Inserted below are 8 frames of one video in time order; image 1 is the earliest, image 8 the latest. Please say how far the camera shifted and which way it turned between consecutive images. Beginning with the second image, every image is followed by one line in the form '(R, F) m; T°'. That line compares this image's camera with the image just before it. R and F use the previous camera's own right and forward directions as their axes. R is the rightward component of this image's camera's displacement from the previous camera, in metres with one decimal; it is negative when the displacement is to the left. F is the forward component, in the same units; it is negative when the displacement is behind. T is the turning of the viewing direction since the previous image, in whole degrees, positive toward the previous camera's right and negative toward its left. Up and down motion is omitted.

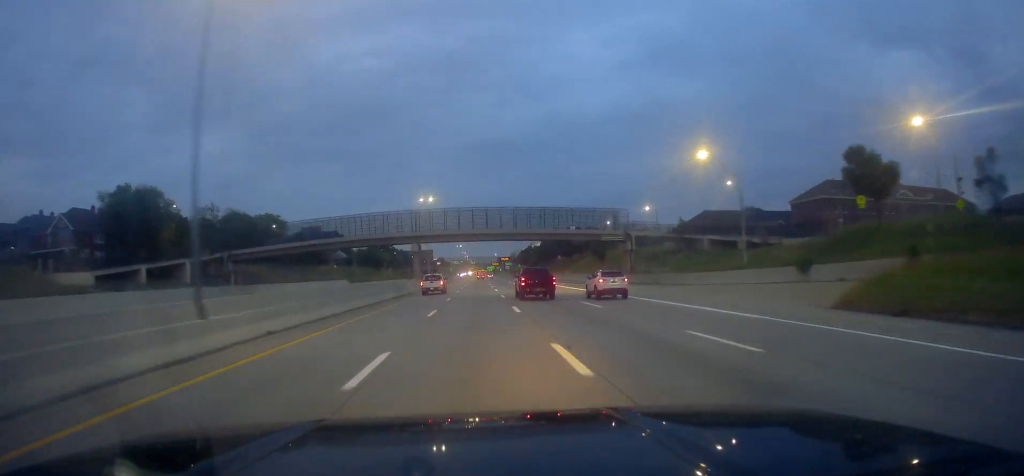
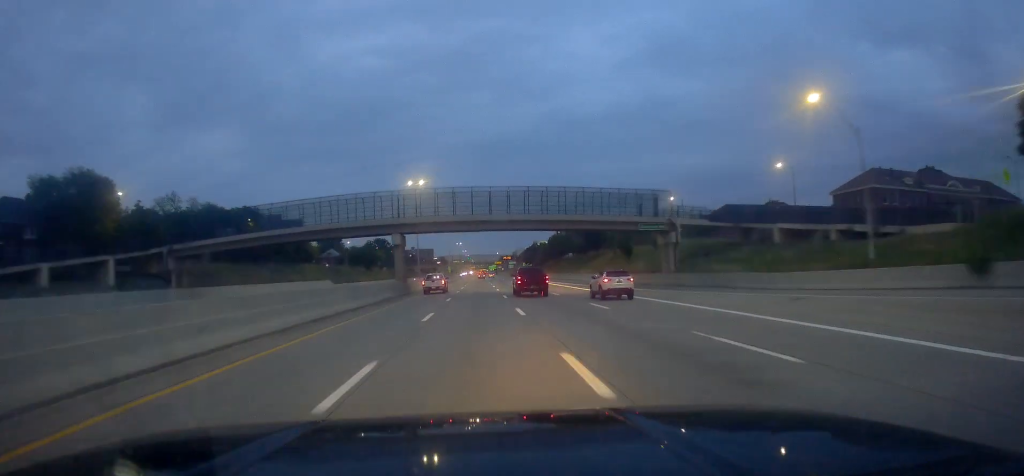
(-0.3, +16.9) m; 0°
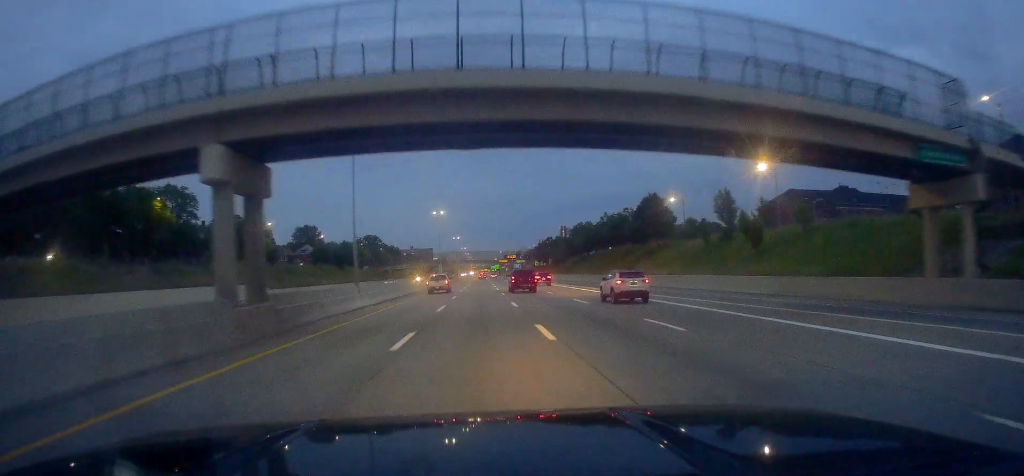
(+0.5, +39.2) m; +1°
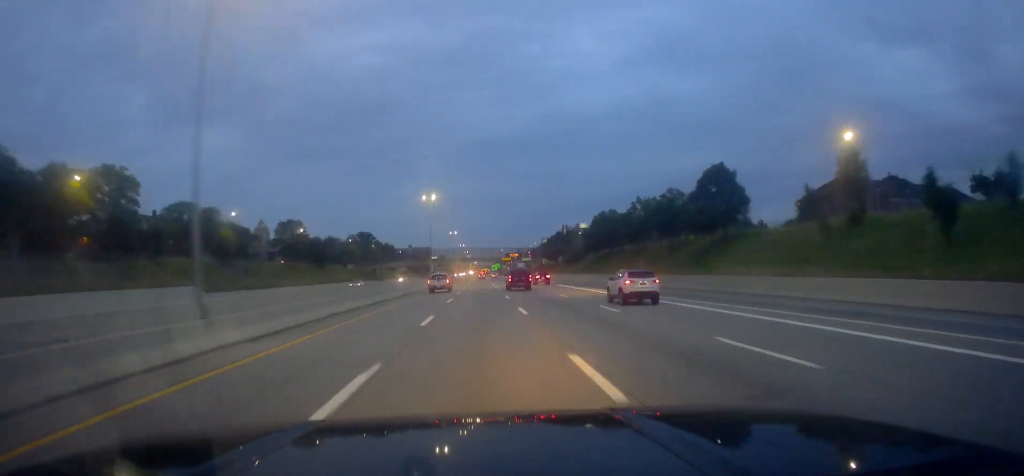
(-0.1, +21.3) m; 0°
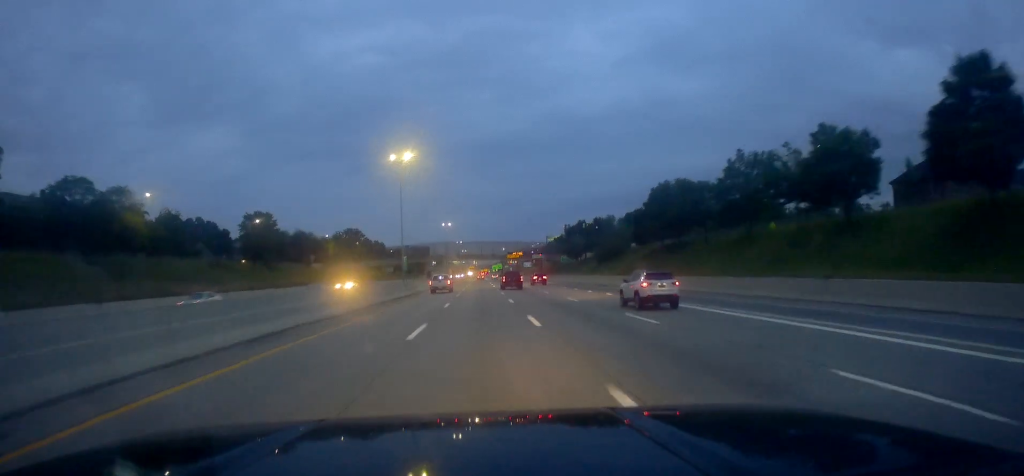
(-0.3, +33.2) m; -1°
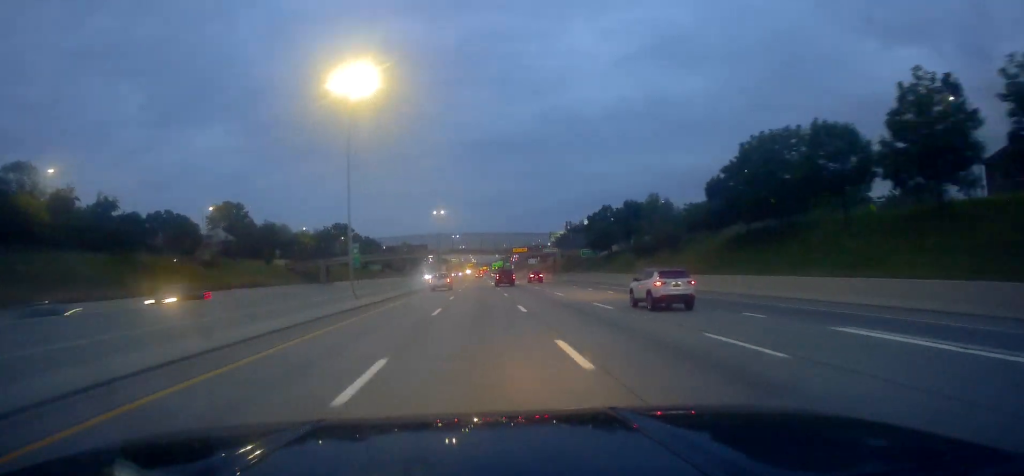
(-0.1, +23.8) m; 0°
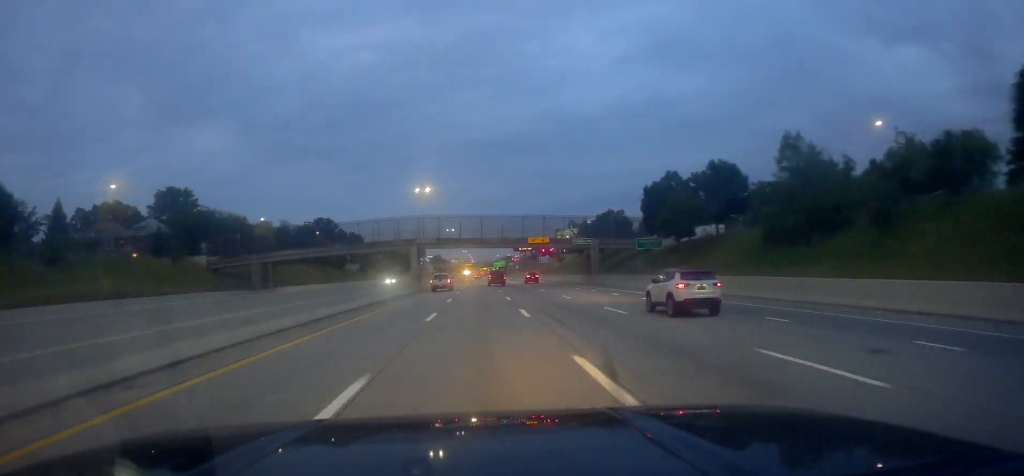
(-0.1, +32.6) m; 0°
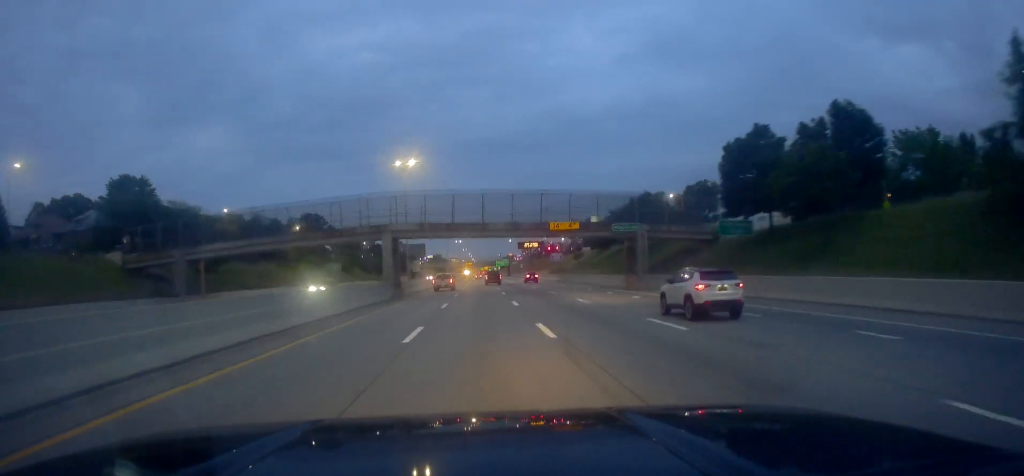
(+0.2, +20.8) m; 0°
